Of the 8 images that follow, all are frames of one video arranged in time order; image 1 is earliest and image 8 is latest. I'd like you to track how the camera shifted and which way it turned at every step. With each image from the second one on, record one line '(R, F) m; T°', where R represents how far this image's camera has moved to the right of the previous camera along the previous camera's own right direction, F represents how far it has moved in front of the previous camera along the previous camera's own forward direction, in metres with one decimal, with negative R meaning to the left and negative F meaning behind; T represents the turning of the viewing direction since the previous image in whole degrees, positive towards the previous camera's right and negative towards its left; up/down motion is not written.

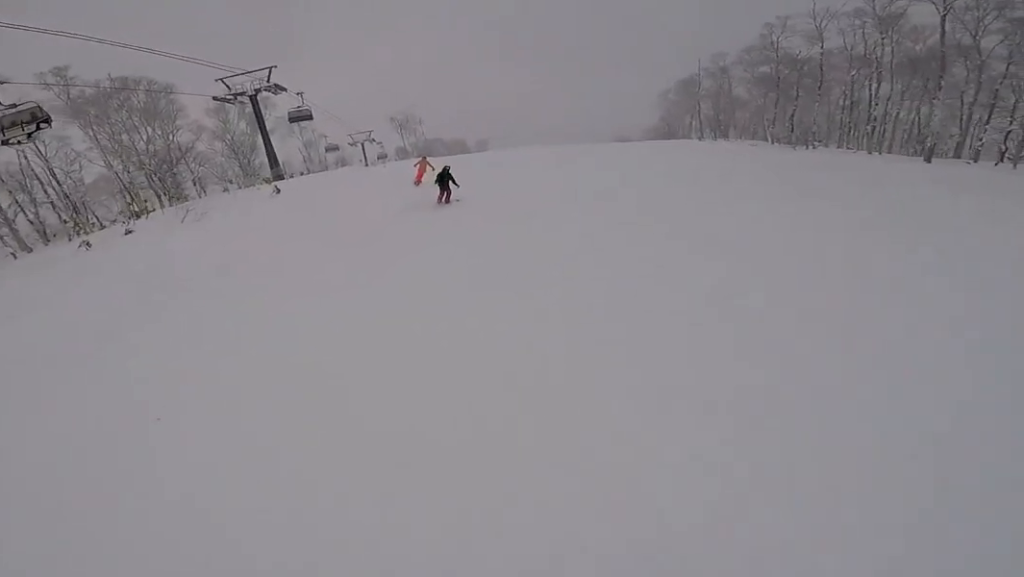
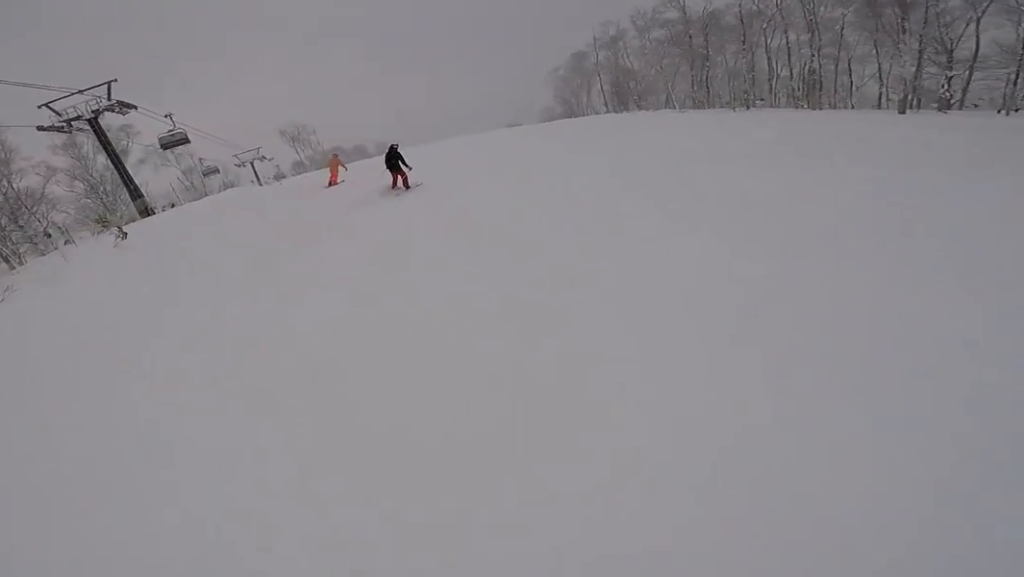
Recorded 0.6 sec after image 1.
(+0.1, +5.1) m; +2°
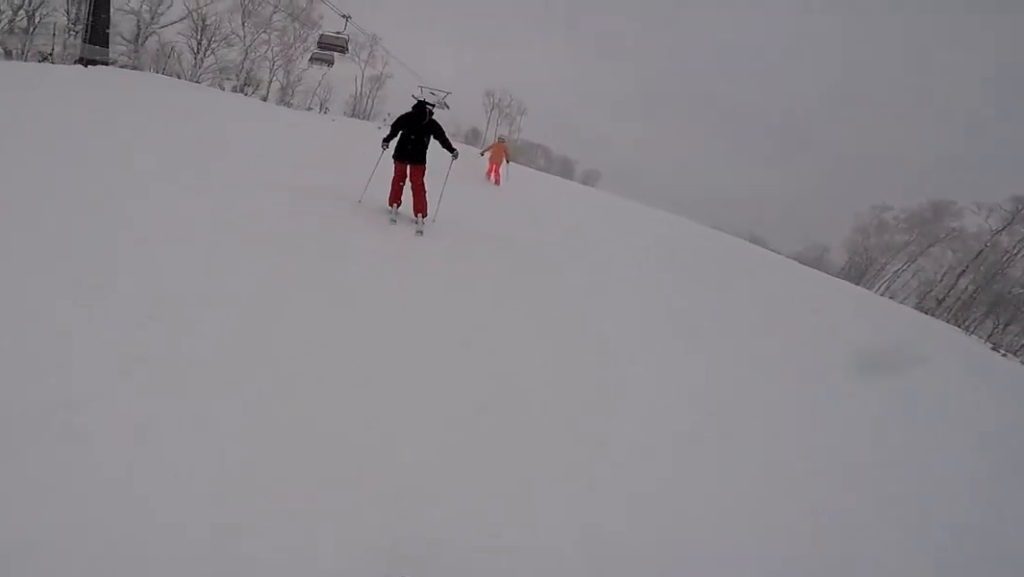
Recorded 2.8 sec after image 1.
(-0.8, +16.5) m; -15°
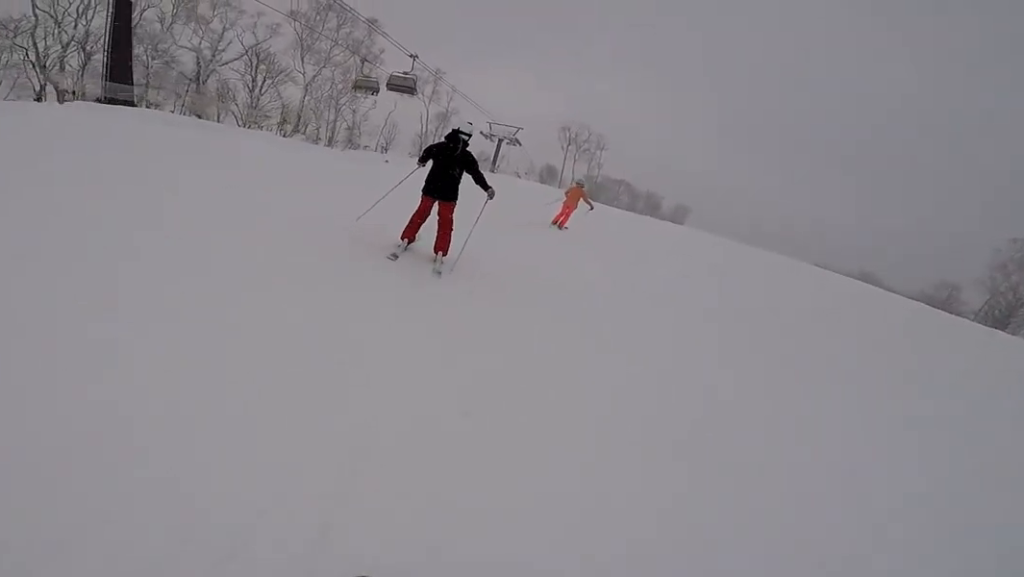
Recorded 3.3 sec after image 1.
(-0.5, +3.1) m; -6°
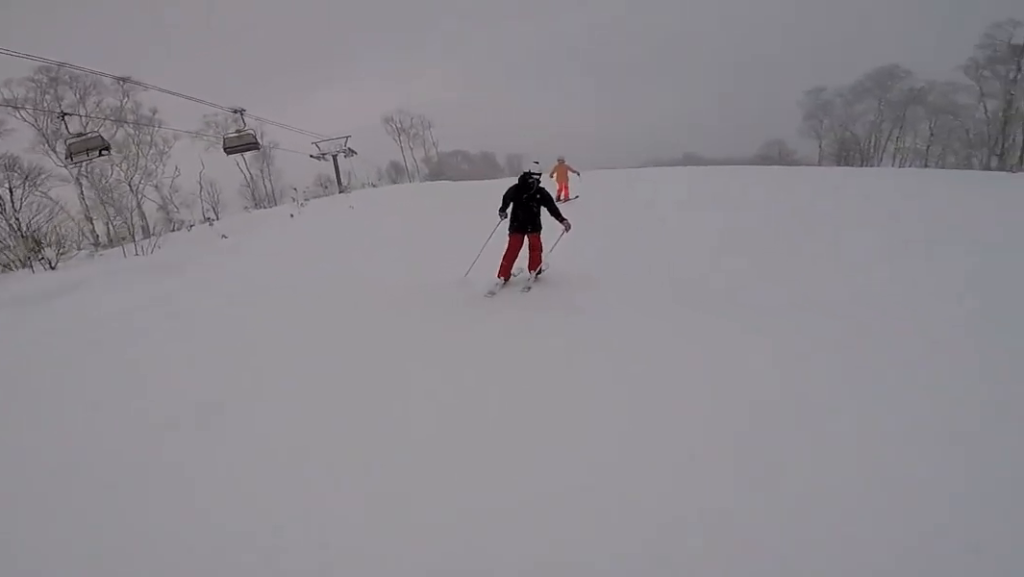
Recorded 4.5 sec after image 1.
(+0.6, +6.3) m; +15°
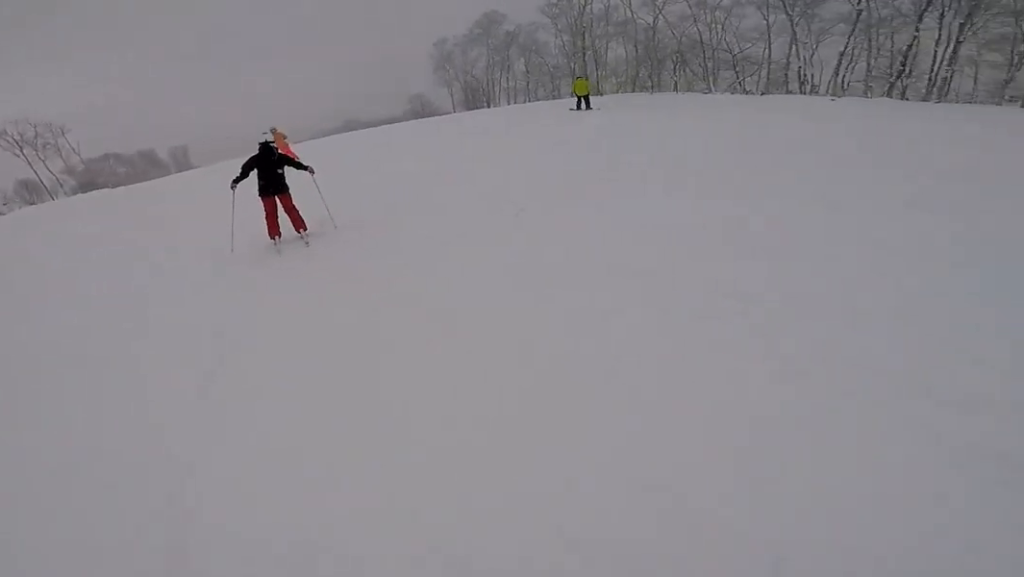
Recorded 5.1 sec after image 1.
(+0.5, +3.2) m; +6°
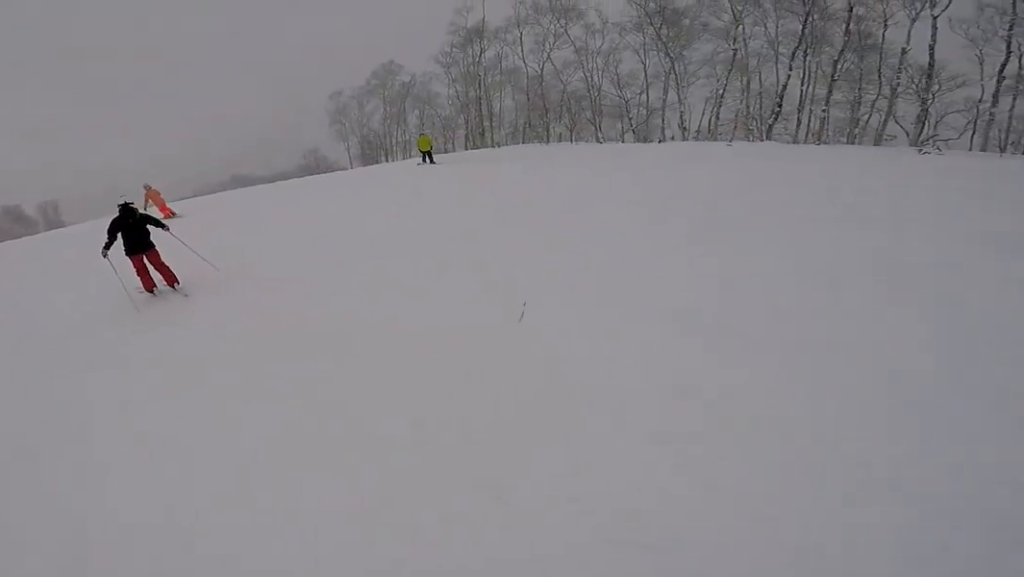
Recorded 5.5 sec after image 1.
(+0.1, +2.2) m; +2°
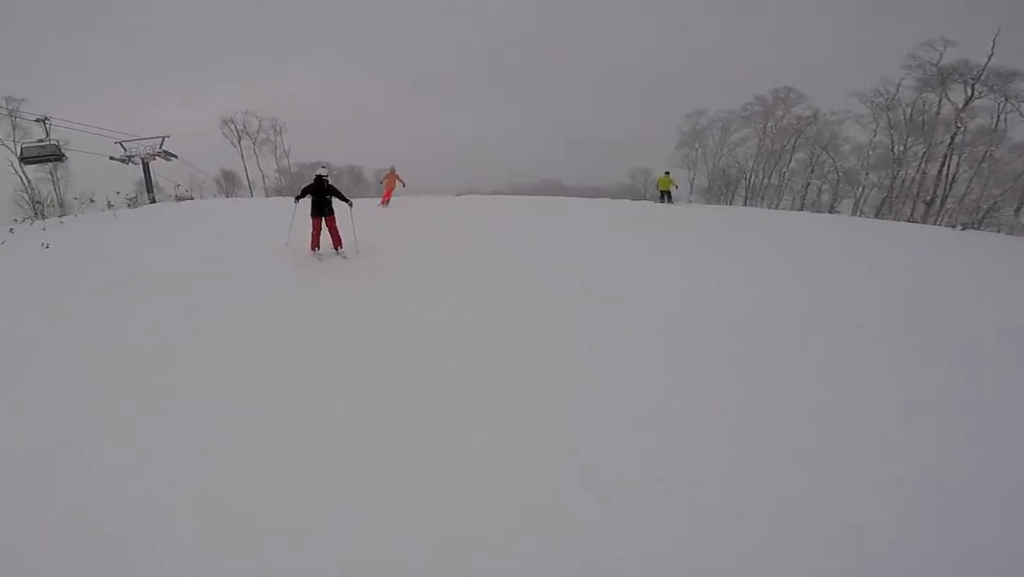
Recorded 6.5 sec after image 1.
(0.0, +5.2) m; 0°
